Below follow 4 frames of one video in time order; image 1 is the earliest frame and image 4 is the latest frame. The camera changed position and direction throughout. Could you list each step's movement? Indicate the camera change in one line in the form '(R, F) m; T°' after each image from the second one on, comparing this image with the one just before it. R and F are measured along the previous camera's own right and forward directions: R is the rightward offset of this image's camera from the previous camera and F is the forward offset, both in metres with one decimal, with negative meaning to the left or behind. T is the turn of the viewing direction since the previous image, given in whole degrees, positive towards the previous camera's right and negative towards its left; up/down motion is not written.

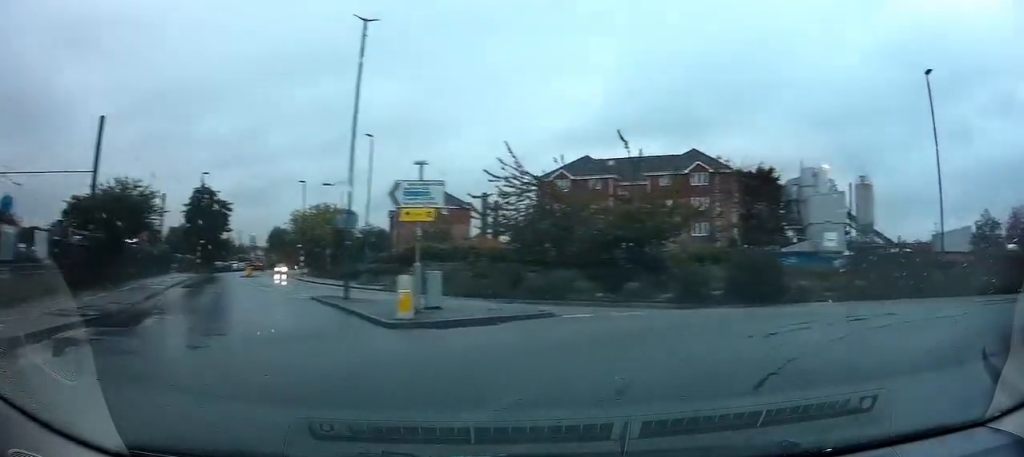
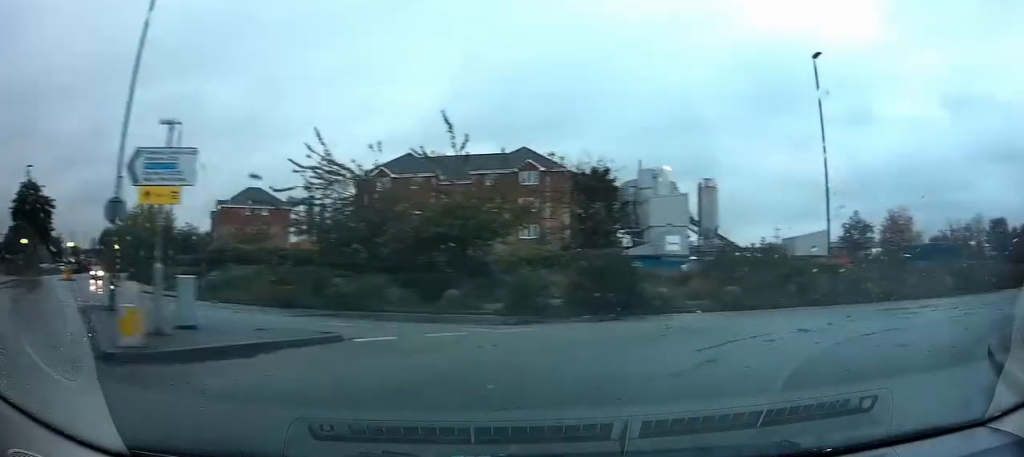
(+0.5, +3.7) m; +17°
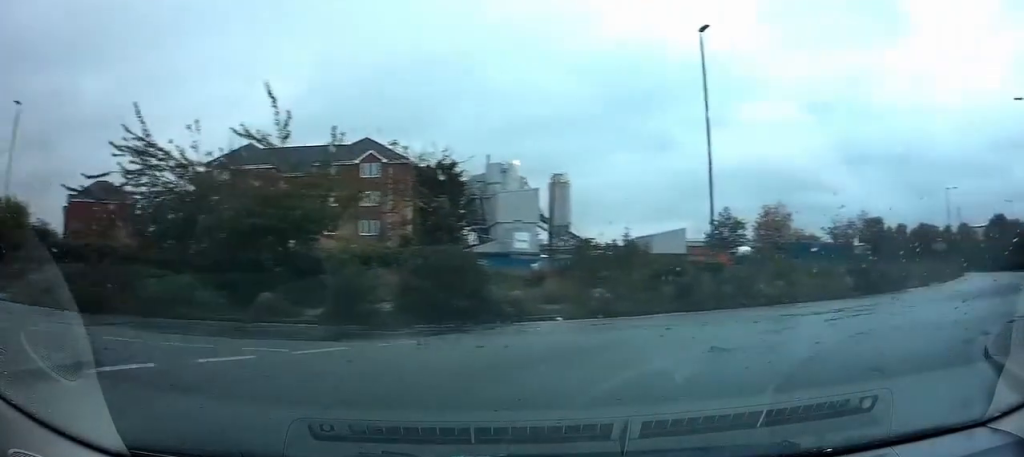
(+0.4, +3.3) m; +15°
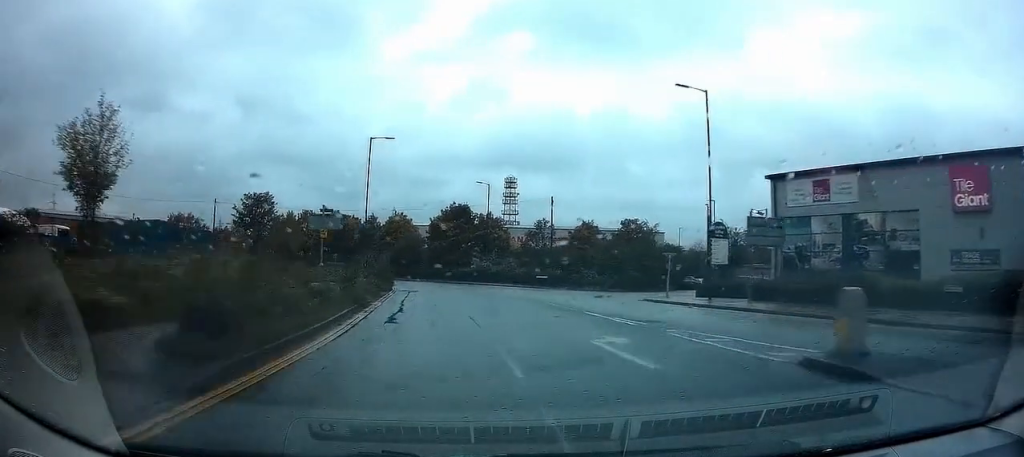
(+23.5, +20.8) m; +59°
